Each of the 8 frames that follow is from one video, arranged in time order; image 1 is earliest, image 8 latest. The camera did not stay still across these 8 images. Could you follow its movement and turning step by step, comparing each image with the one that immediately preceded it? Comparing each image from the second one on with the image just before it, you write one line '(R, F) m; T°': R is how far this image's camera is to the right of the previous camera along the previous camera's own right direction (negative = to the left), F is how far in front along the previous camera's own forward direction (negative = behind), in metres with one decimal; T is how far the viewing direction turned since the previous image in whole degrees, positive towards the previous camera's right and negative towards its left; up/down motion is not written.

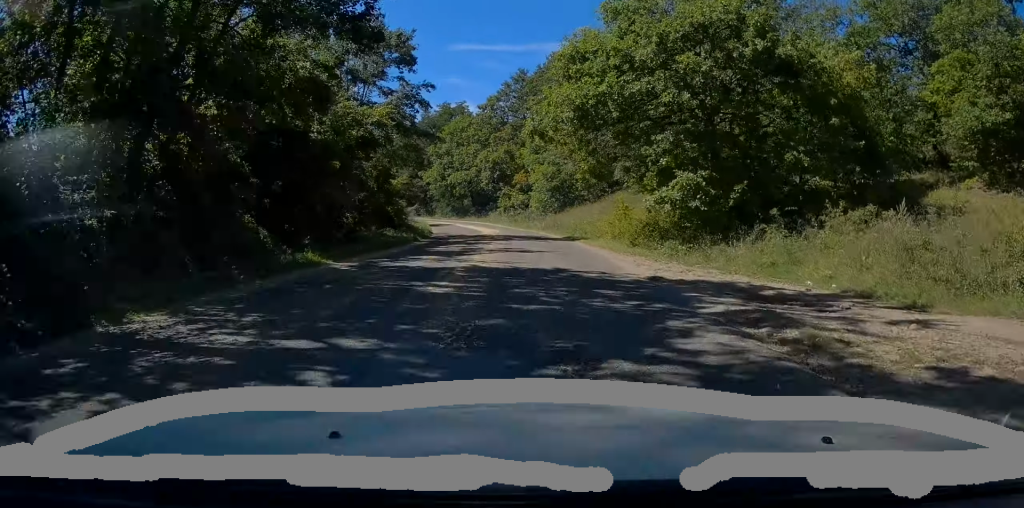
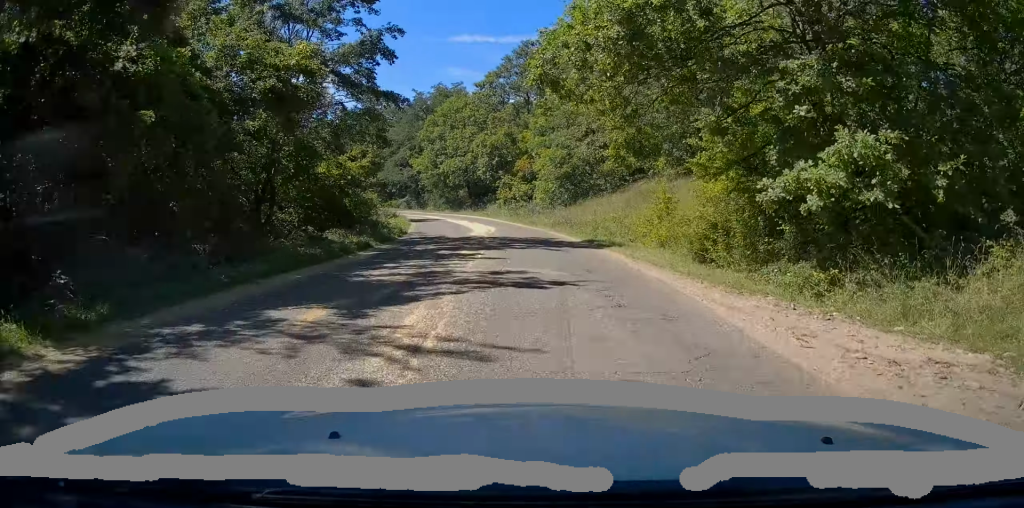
(-0.2, +9.0) m; -1°
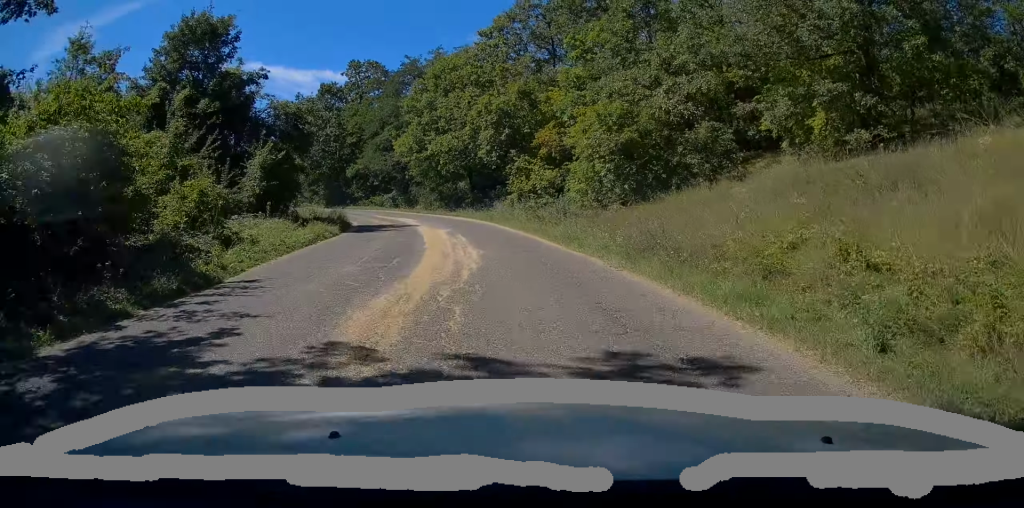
(-0.3, +18.8) m; -3°
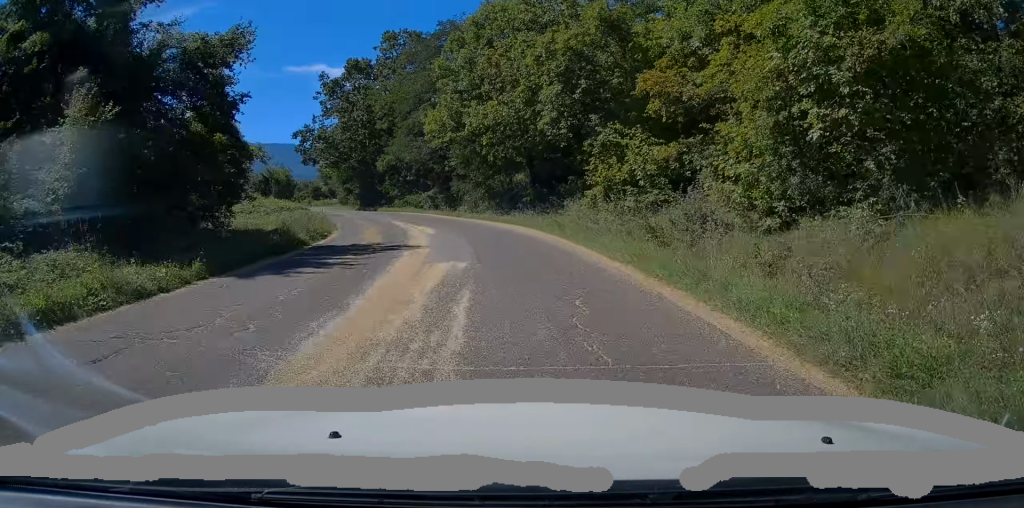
(-0.4, +13.8) m; -5°
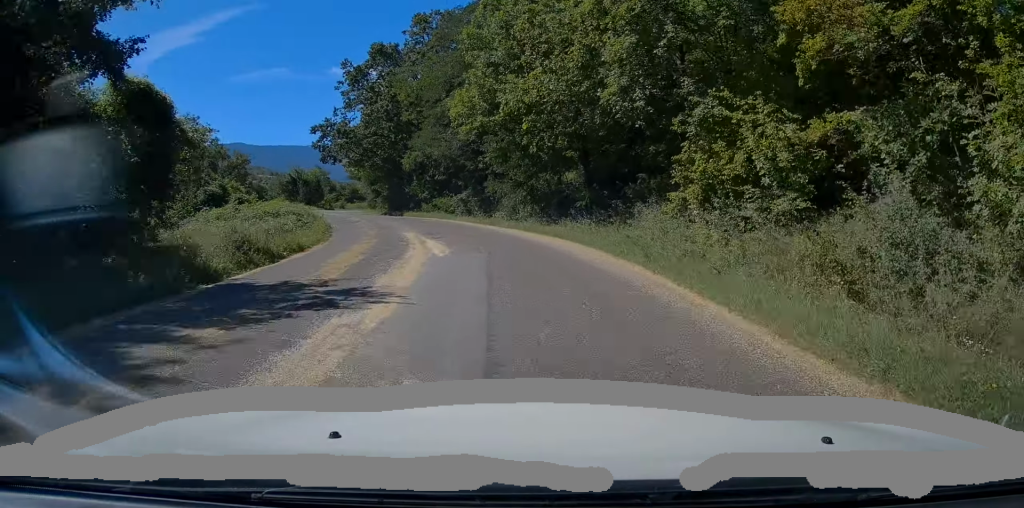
(0.0, +7.4) m; -4°
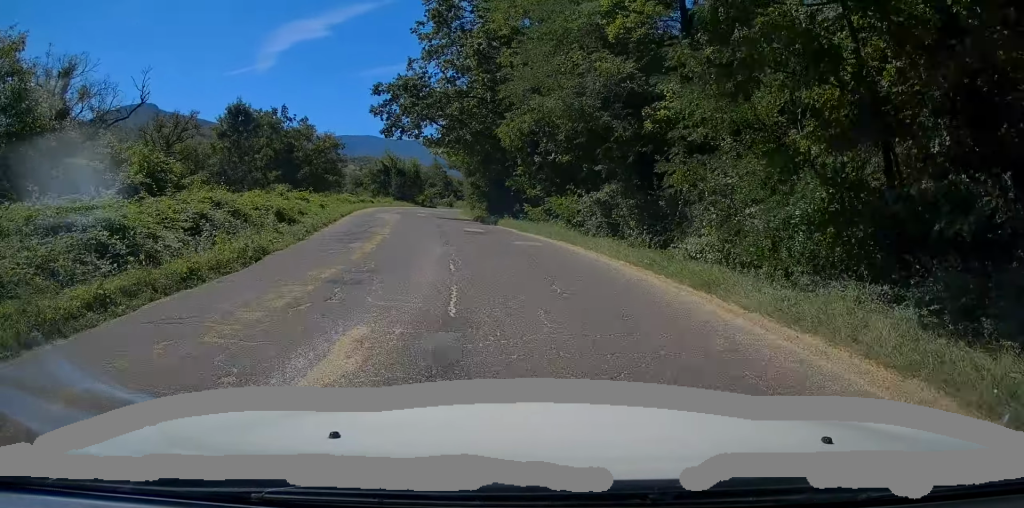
(-1.8, +18.8) m; -10°
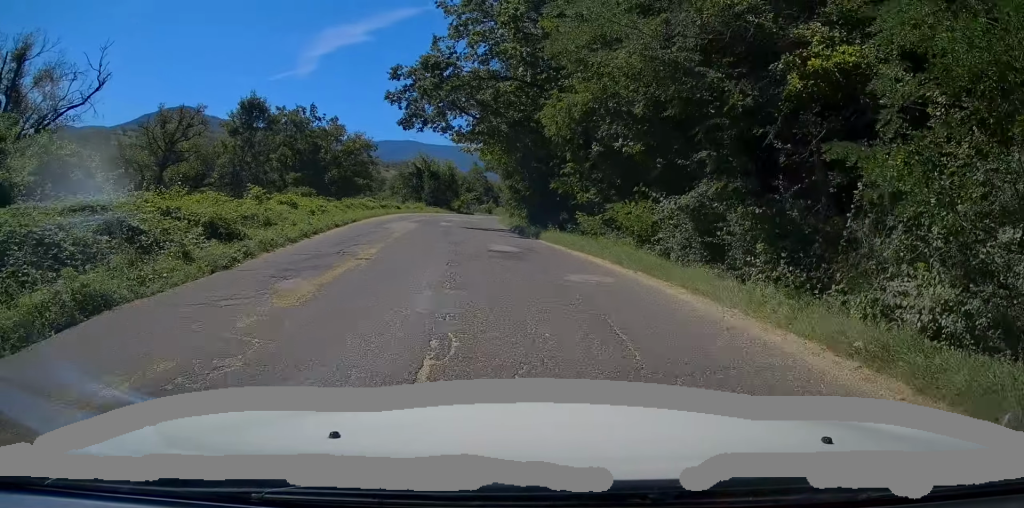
(-0.1, +6.3) m; -3°
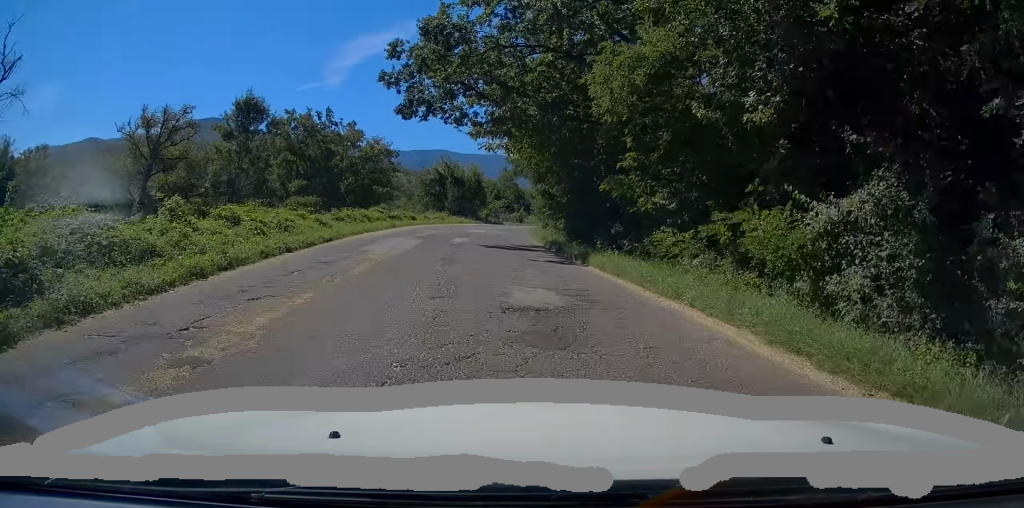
(-0.2, +6.7) m; -3°
